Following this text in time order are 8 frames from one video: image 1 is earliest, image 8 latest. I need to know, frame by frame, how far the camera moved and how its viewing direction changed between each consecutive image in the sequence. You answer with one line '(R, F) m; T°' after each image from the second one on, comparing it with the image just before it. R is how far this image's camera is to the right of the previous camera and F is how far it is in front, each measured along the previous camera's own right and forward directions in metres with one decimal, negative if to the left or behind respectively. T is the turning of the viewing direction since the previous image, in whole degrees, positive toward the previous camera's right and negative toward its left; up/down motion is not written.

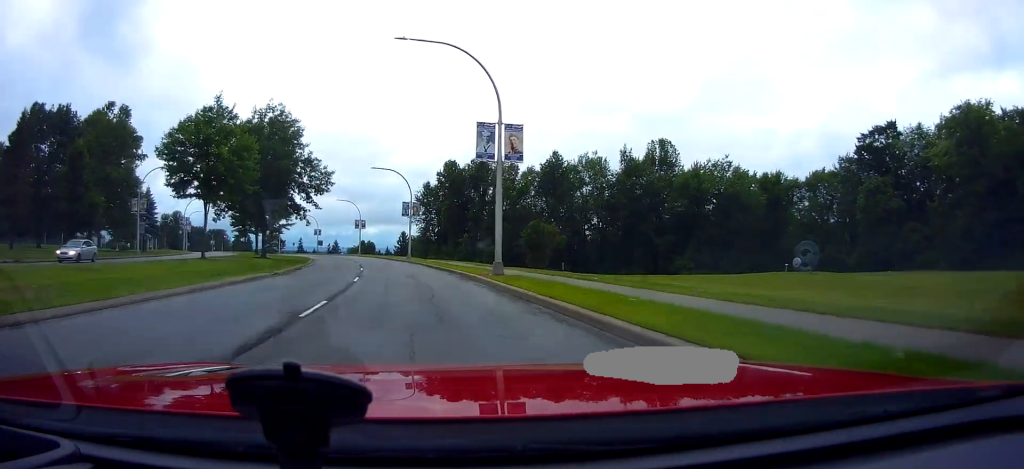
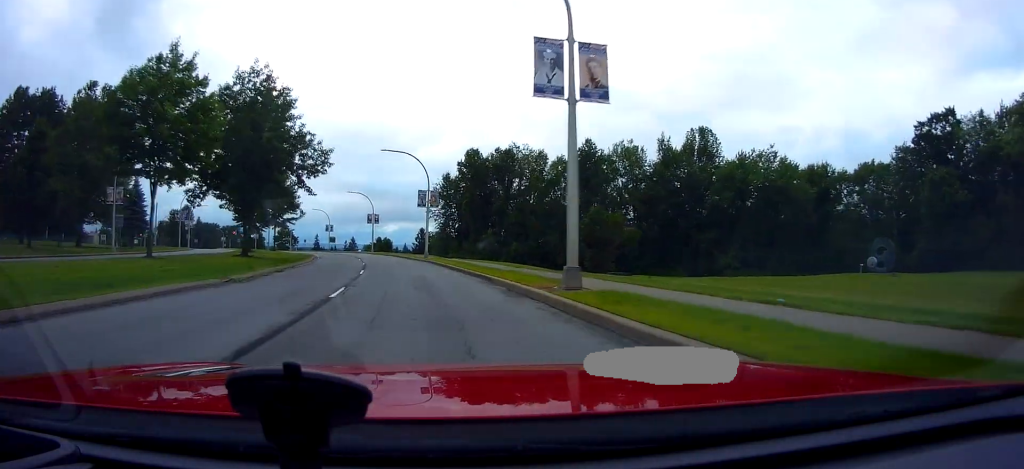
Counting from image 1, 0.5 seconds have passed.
(-0.3, +8.8) m; -3°
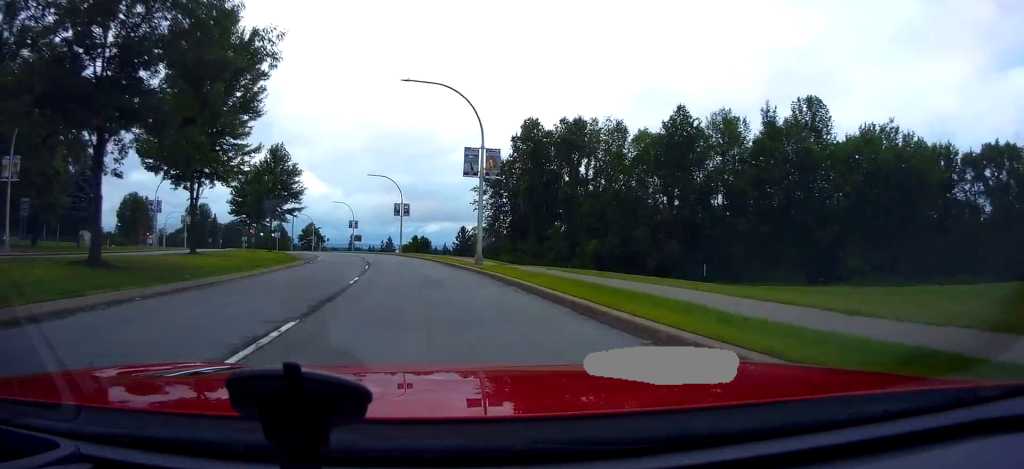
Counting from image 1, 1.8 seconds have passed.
(-1.3, +20.7) m; -5°
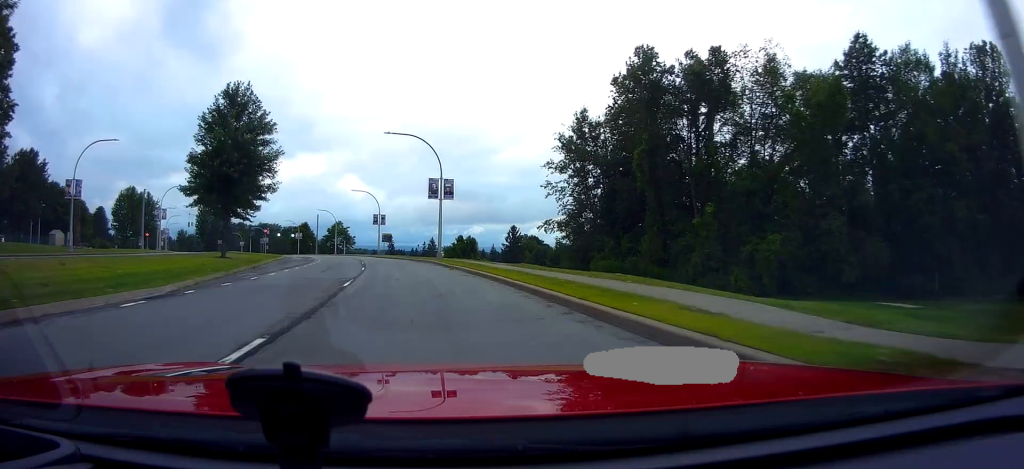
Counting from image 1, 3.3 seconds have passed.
(-0.6, +25.8) m; -3°
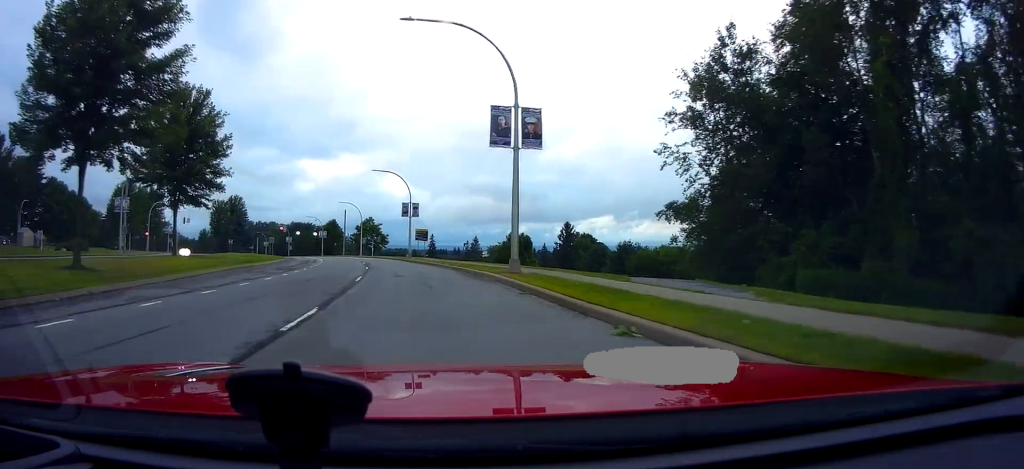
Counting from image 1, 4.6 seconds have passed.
(-0.8, +21.3) m; -3°
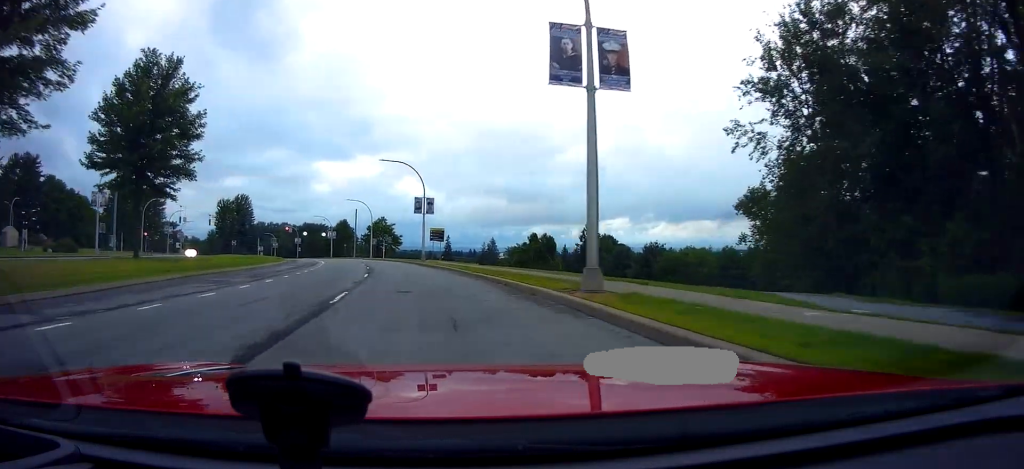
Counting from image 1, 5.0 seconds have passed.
(-0.2, +8.0) m; 0°
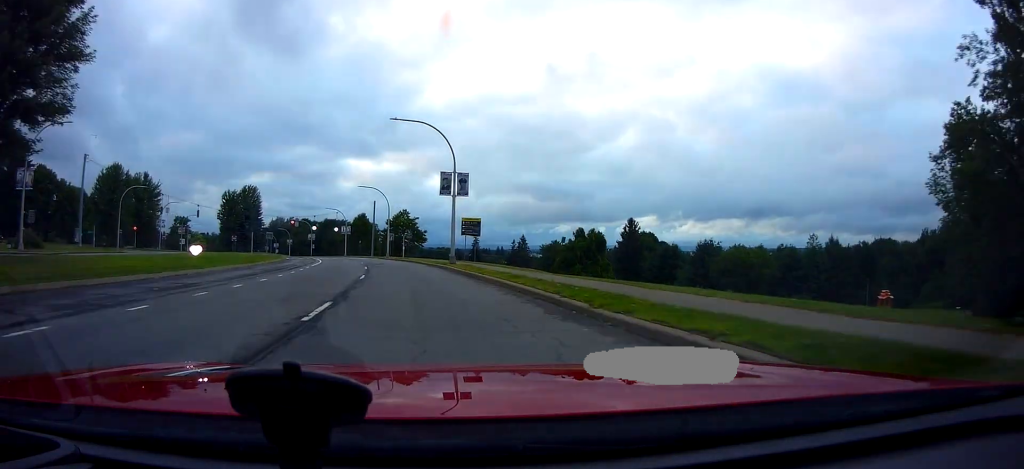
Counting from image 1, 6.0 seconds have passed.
(+0.1, +15.9) m; -2°
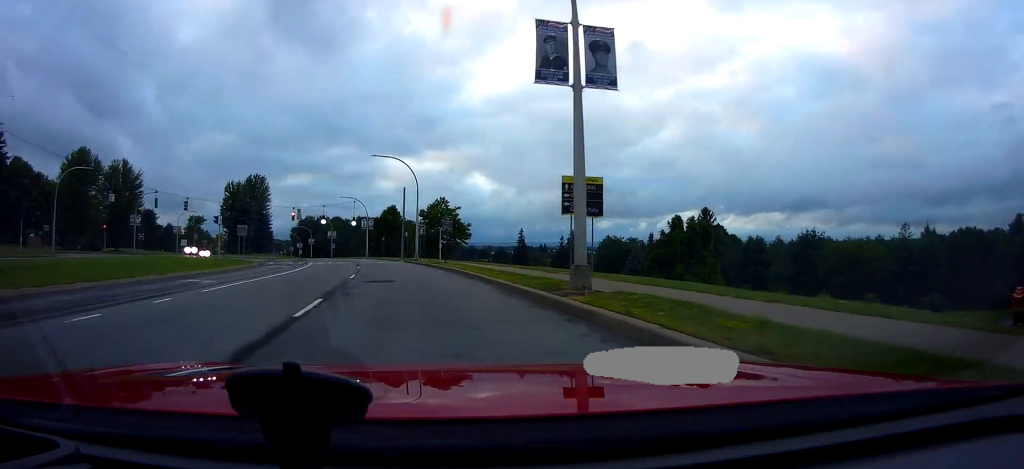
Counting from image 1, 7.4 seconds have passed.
(-1.6, +23.5) m; -6°
